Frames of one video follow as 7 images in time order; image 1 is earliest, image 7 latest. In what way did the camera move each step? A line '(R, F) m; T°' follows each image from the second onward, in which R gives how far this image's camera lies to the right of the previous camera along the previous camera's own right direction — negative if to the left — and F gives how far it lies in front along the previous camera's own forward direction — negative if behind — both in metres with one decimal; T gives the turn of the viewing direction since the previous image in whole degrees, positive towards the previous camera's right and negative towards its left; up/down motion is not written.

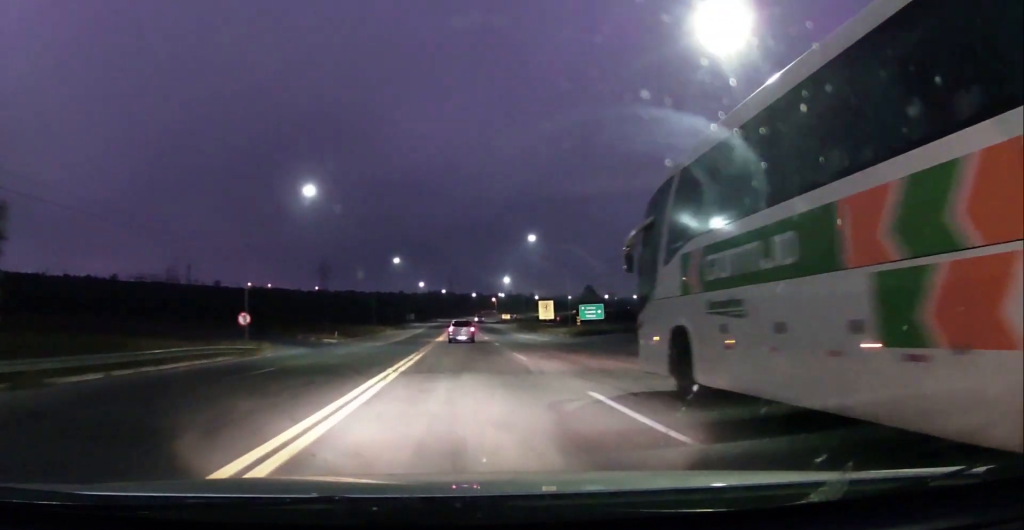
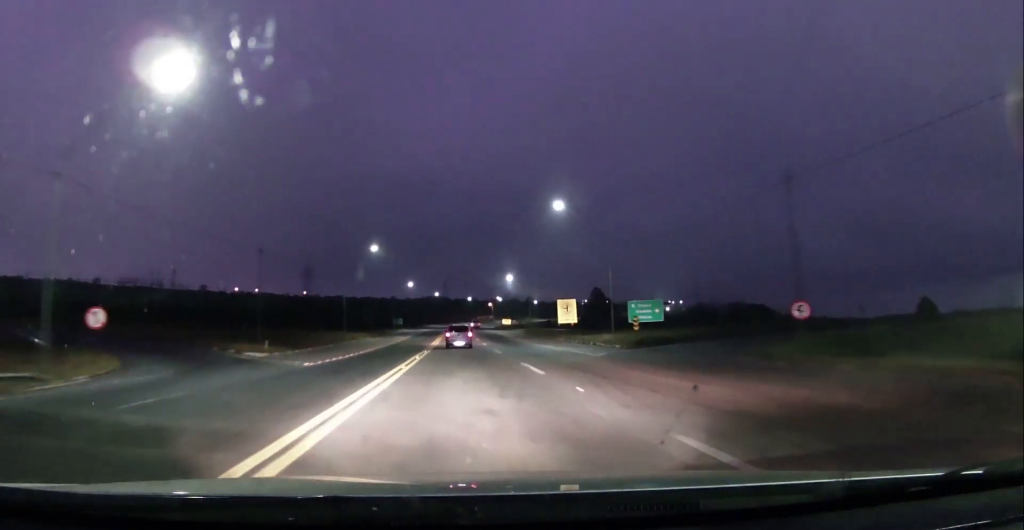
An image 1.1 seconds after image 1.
(+0.2, +21.6) m; +2°
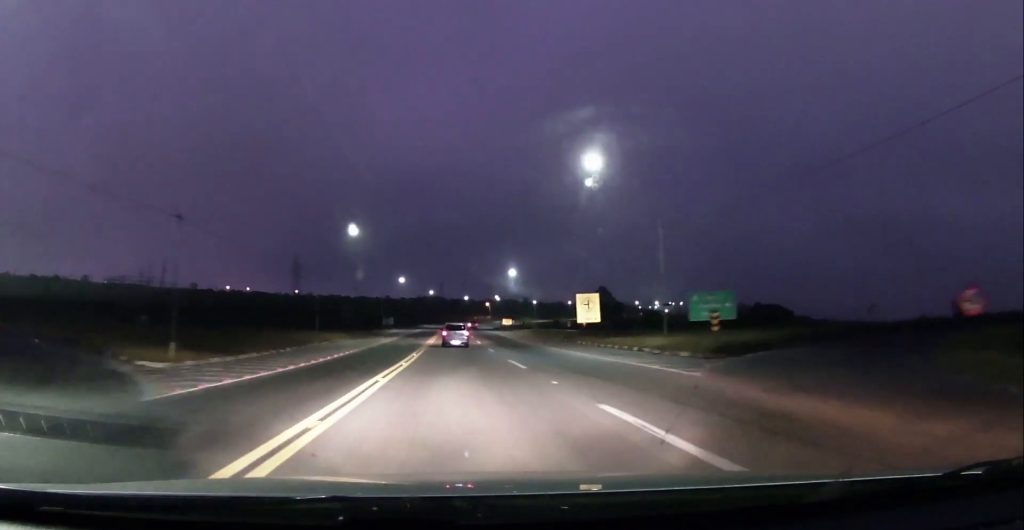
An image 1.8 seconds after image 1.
(+0.2, +13.7) m; +1°
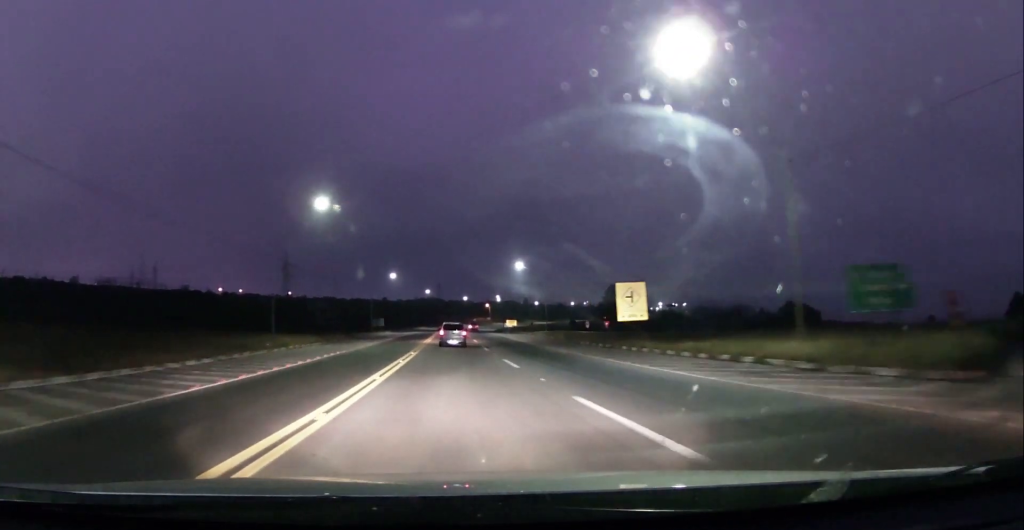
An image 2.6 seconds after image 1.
(0.0, +15.4) m; -1°
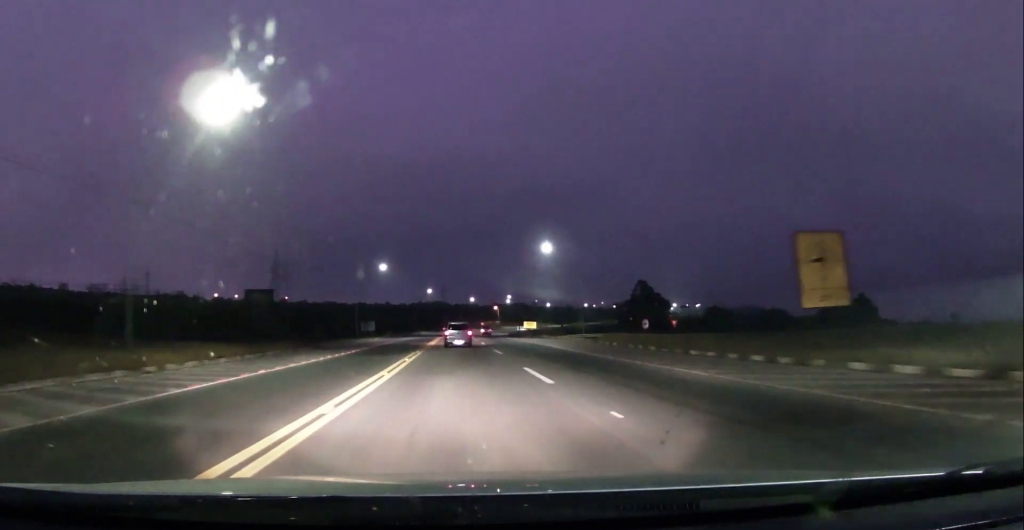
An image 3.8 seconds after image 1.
(-0.2, +23.3) m; 0°
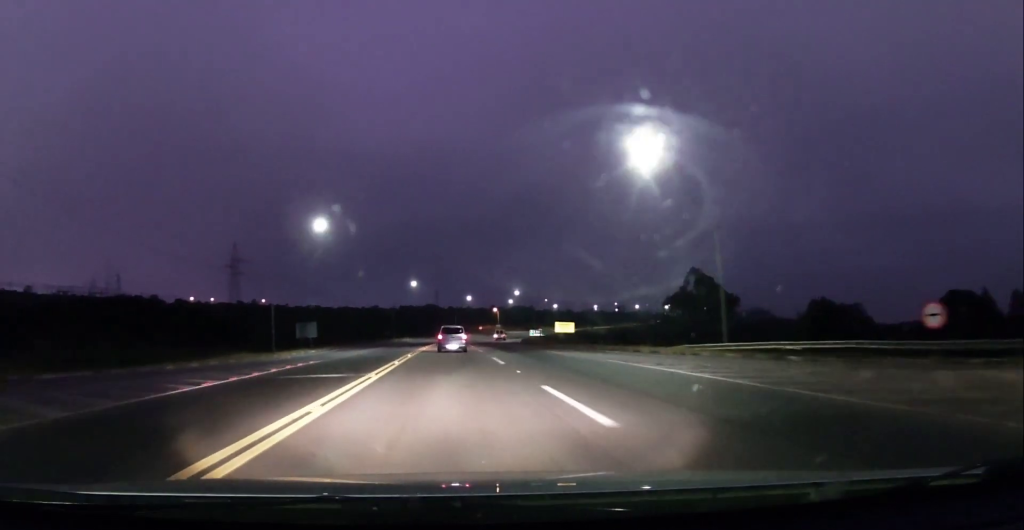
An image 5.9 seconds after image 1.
(0.0, +39.4) m; 0°
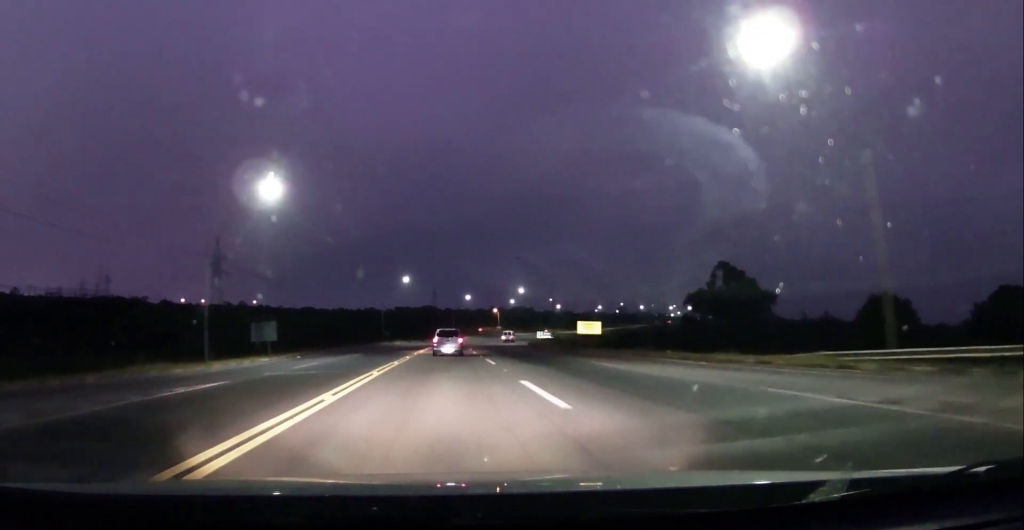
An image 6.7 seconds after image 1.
(+0.2, +13.8) m; 0°
